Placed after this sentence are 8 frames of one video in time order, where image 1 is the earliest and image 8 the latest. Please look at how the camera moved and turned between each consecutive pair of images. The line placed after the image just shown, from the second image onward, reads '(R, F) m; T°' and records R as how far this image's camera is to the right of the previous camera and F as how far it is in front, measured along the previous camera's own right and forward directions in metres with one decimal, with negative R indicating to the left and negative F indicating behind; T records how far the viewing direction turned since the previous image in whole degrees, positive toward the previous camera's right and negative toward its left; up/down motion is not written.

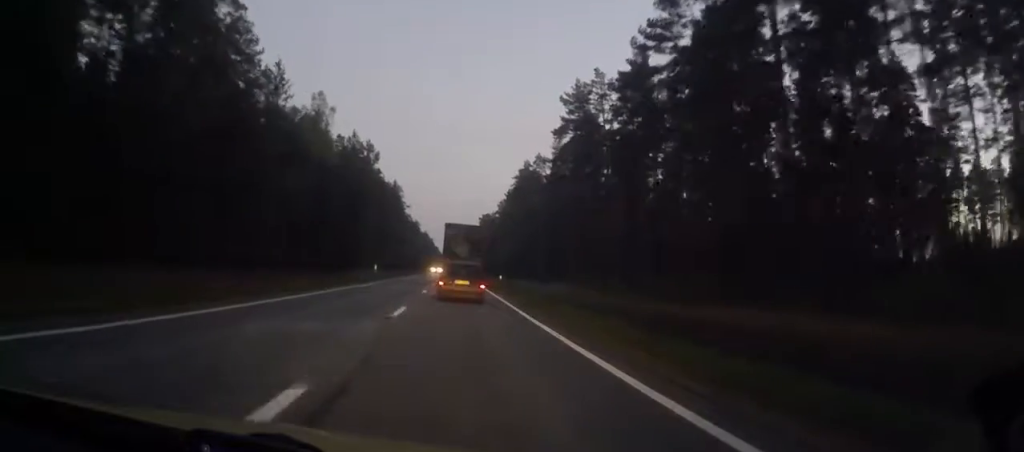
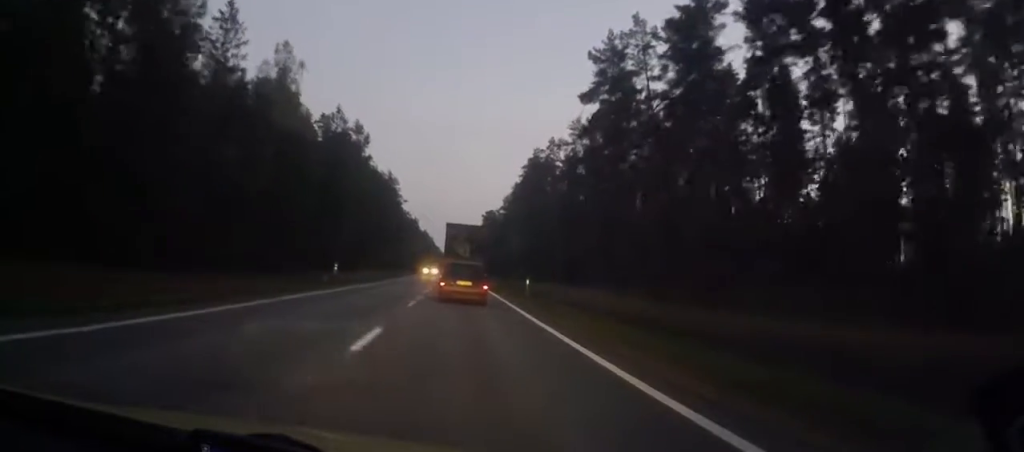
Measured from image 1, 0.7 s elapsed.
(0.0, +18.4) m; 0°
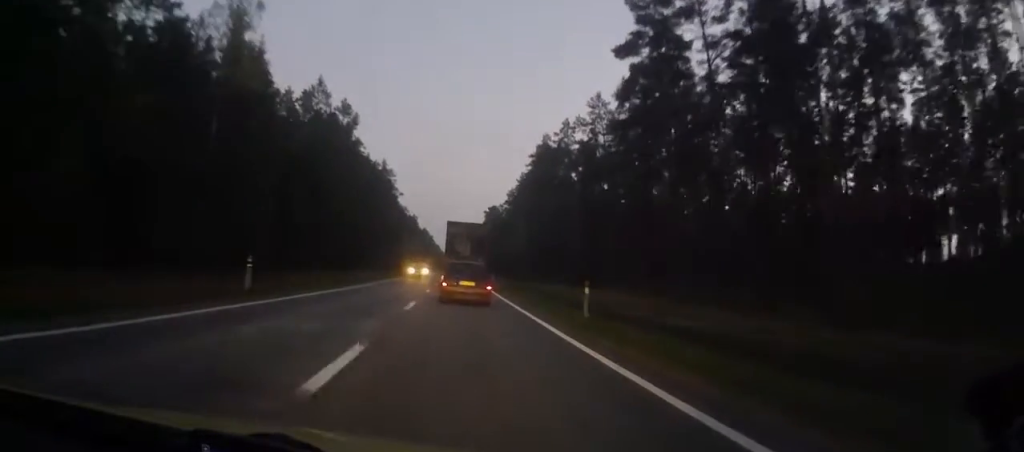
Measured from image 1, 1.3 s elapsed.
(0.0, +15.1) m; 0°
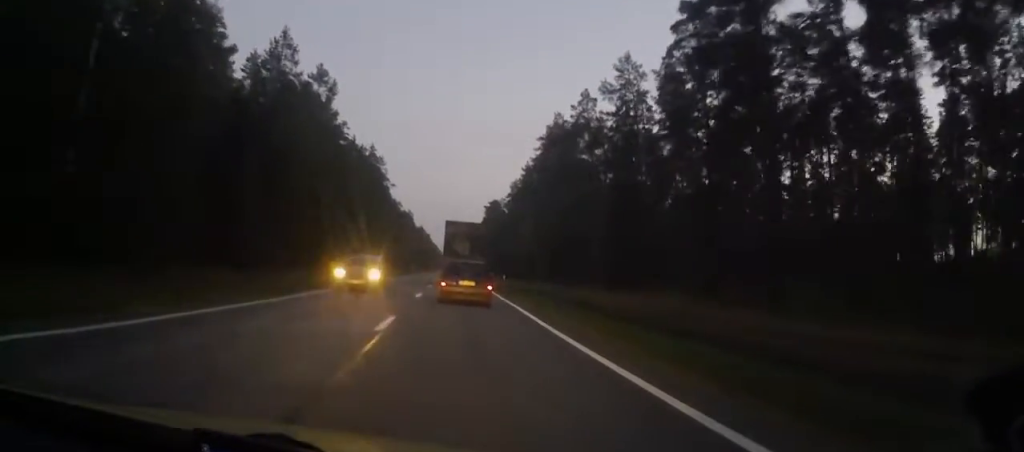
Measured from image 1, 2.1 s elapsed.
(+0.1, +18.5) m; 0°
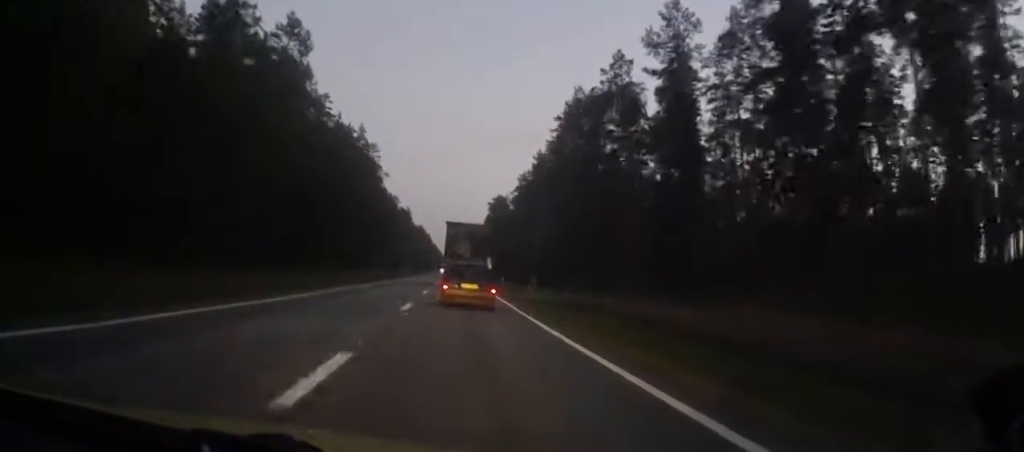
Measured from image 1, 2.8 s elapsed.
(0.0, +18.3) m; 0°
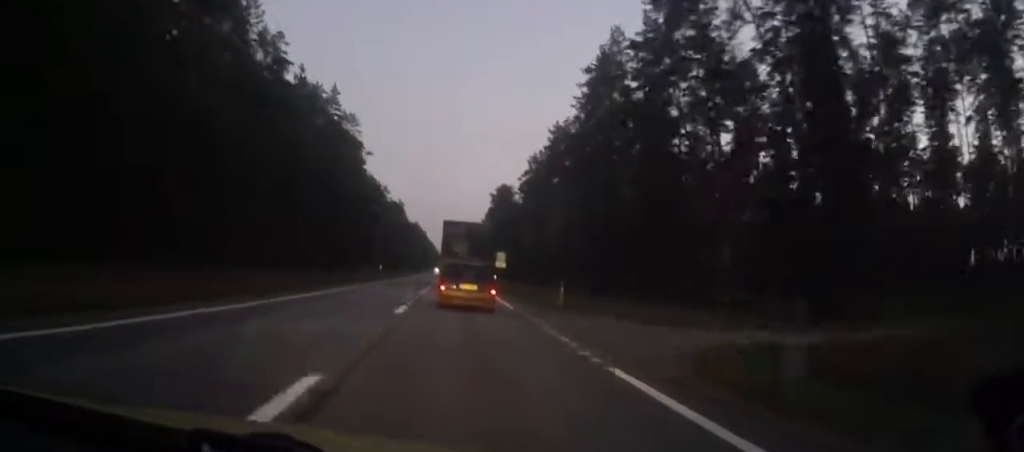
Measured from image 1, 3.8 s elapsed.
(0.0, +25.3) m; 0°
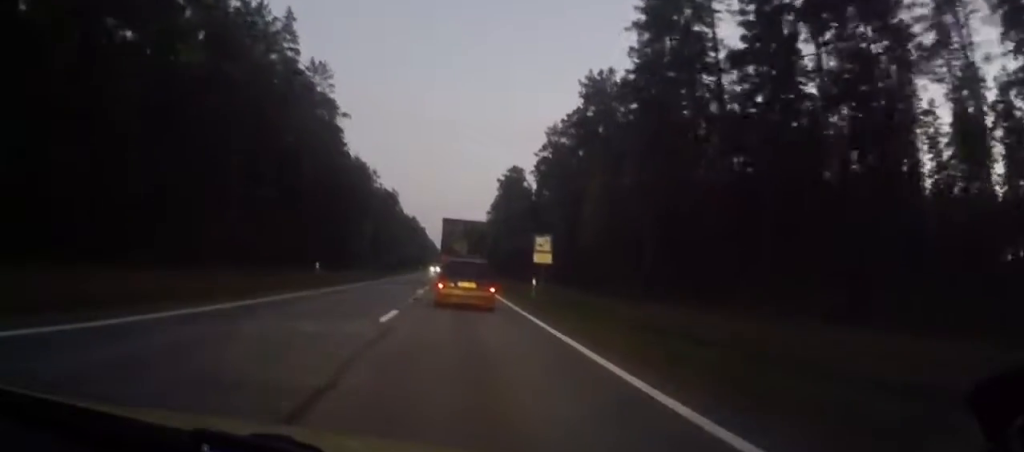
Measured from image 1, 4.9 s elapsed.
(0.0, +26.8) m; 0°
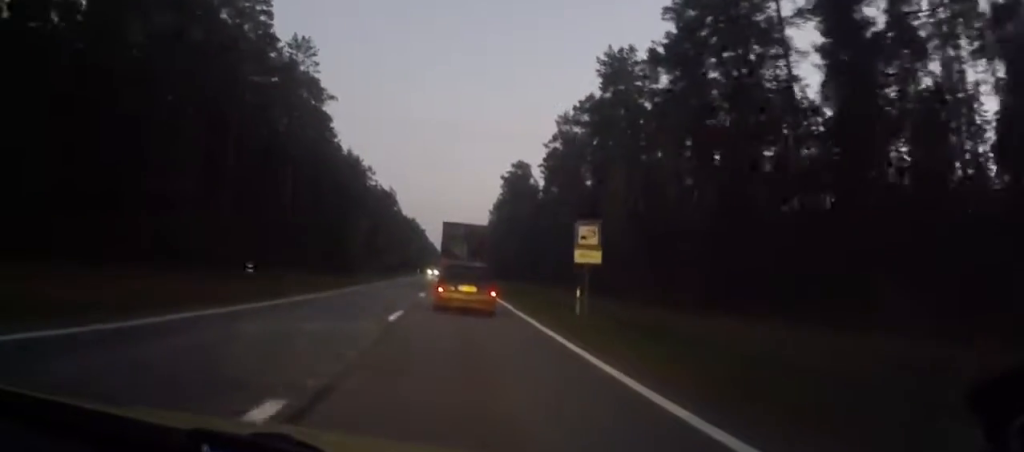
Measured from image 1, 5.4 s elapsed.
(0.0, +10.6) m; 0°
